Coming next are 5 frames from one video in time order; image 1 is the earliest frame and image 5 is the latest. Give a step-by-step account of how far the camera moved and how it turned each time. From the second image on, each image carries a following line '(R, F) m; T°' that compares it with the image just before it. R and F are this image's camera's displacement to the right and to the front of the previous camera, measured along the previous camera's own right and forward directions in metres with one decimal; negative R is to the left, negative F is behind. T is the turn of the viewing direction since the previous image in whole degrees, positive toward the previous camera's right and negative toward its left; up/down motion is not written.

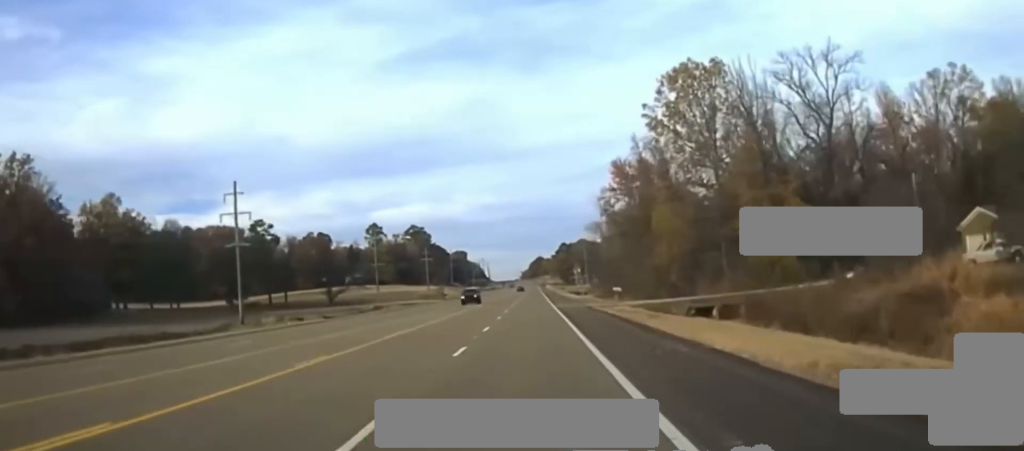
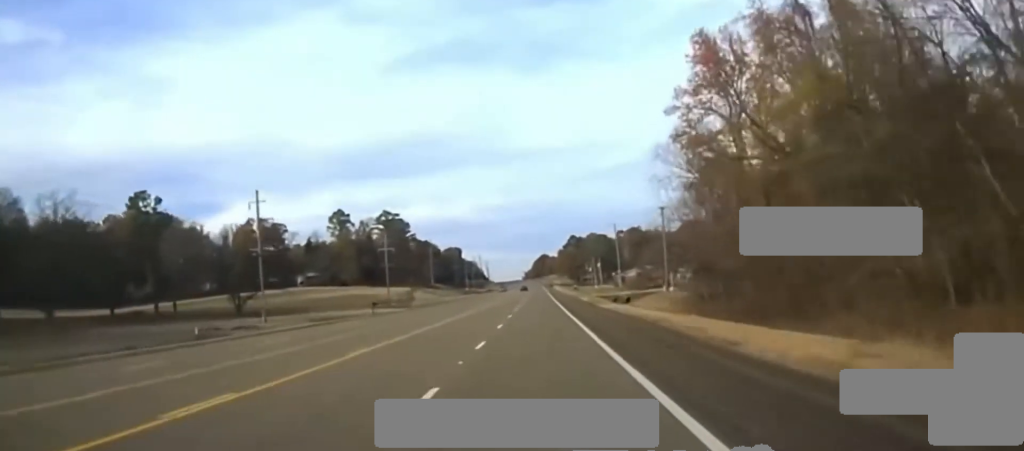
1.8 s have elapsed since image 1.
(+0.4, +80.7) m; 0°
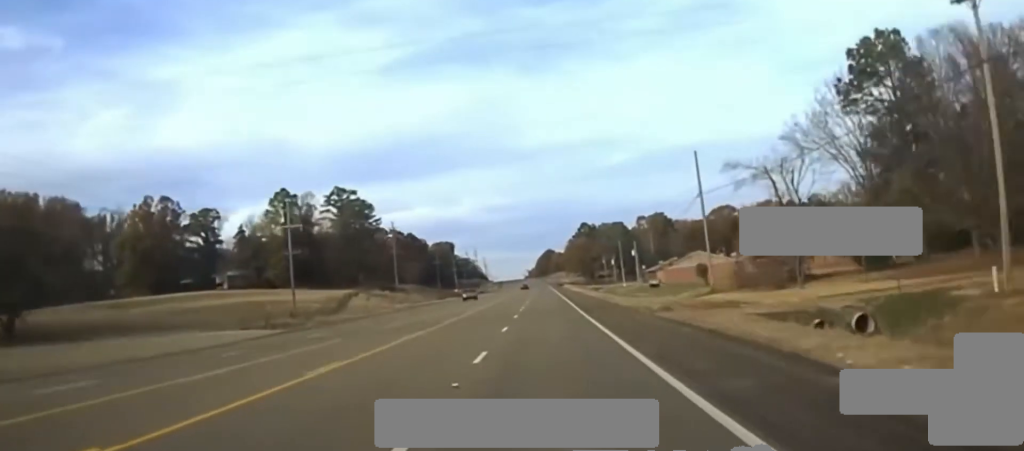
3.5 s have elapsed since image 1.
(-0.5, +75.7) m; 0°
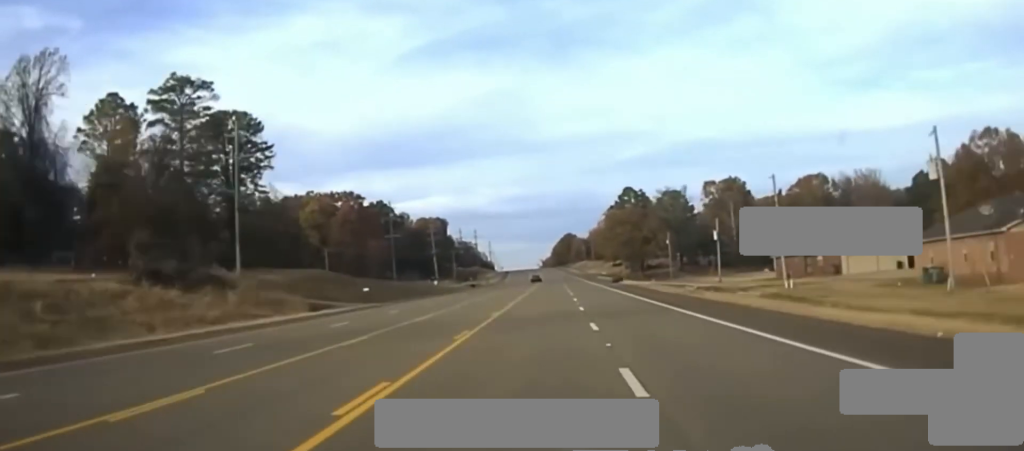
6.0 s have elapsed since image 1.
(-1.4, +116.5) m; -1°
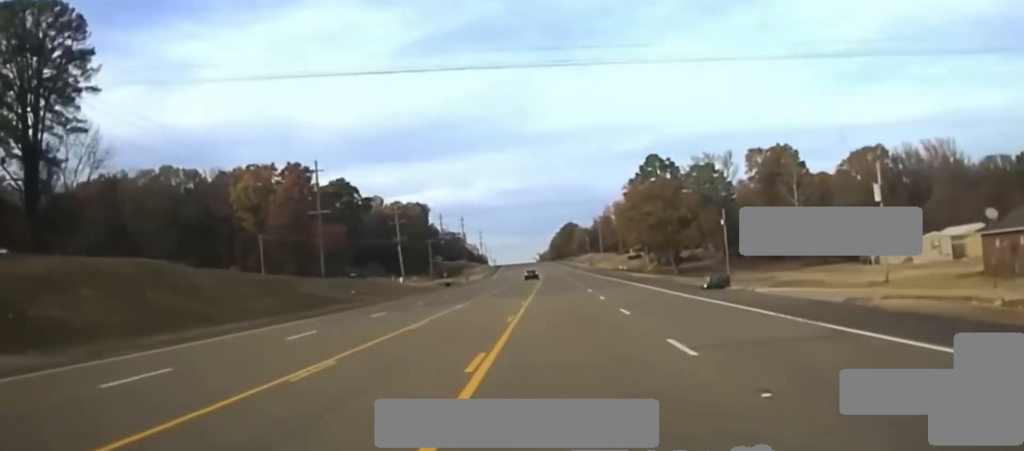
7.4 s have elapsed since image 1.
(0.0, +55.7) m; 0°
